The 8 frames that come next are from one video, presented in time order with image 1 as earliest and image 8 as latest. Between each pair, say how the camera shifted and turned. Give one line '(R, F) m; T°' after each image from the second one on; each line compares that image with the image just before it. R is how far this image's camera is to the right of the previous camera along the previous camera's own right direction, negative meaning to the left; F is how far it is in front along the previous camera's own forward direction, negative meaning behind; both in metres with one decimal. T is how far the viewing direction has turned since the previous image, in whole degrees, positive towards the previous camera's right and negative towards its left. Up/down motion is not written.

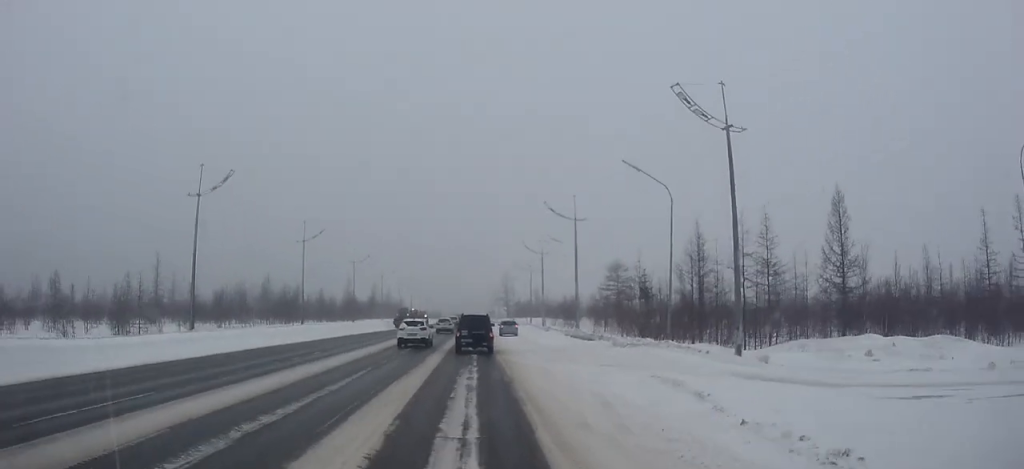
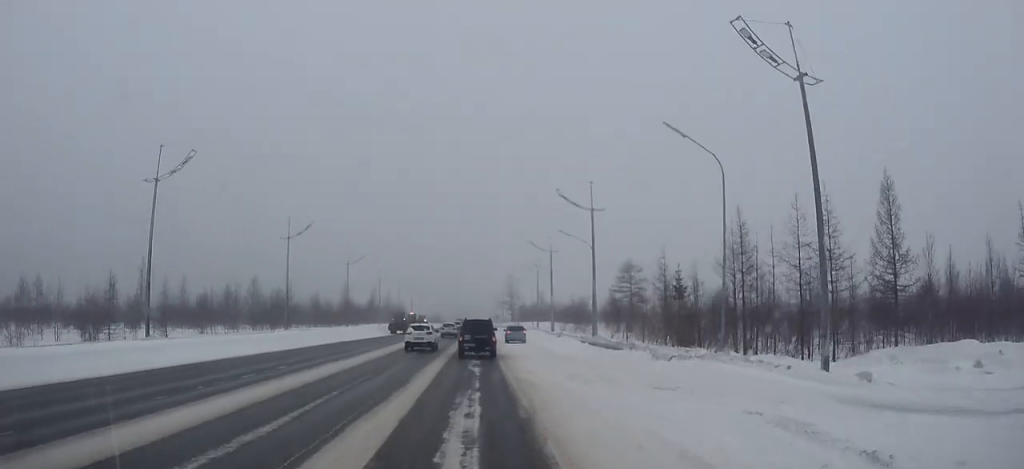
(0.0, +6.1) m; 0°
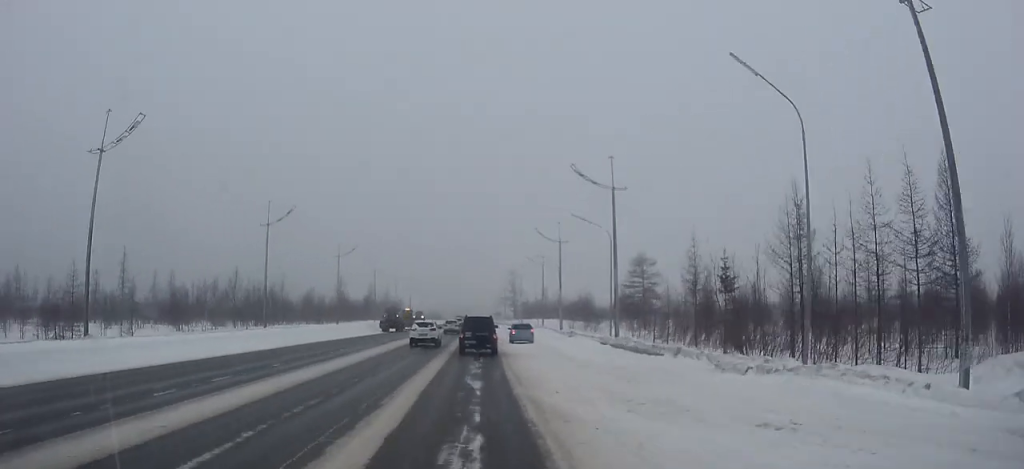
(0.0, +6.1) m; 0°
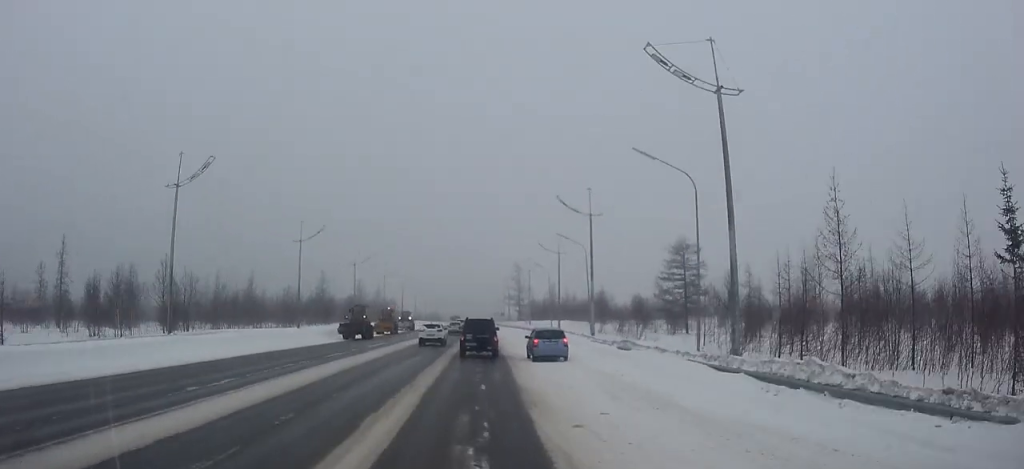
(0.0, +16.4) m; 0°
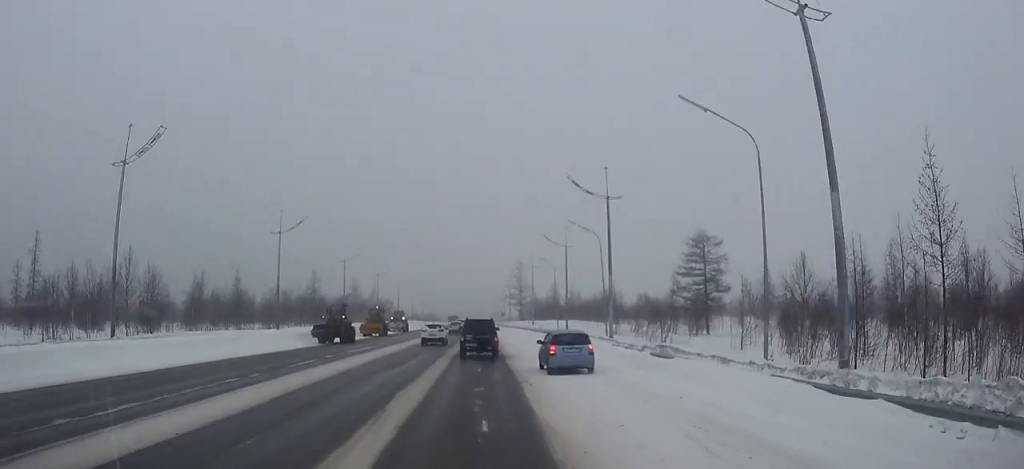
(0.0, +6.1) m; 0°
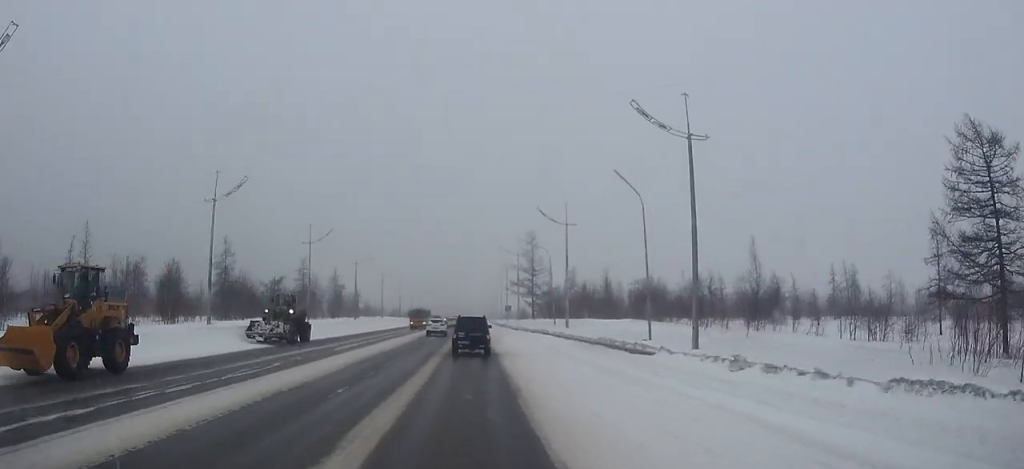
(+0.1, +38.3) m; 0°
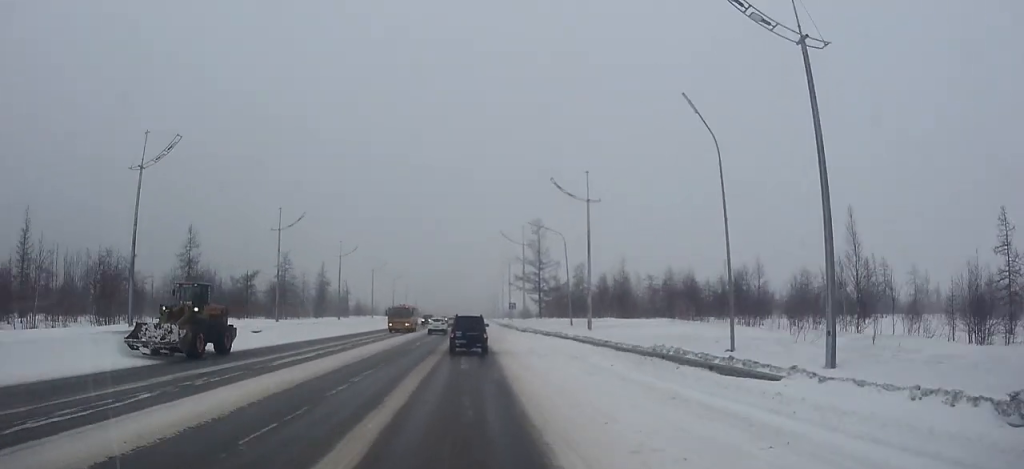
(0.0, +9.9) m; 0°
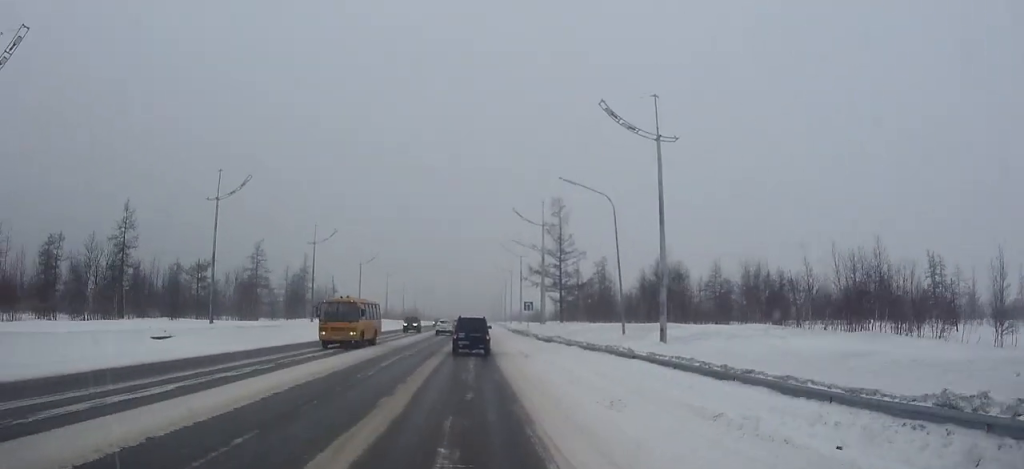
(0.0, +14.8) m; 0°
